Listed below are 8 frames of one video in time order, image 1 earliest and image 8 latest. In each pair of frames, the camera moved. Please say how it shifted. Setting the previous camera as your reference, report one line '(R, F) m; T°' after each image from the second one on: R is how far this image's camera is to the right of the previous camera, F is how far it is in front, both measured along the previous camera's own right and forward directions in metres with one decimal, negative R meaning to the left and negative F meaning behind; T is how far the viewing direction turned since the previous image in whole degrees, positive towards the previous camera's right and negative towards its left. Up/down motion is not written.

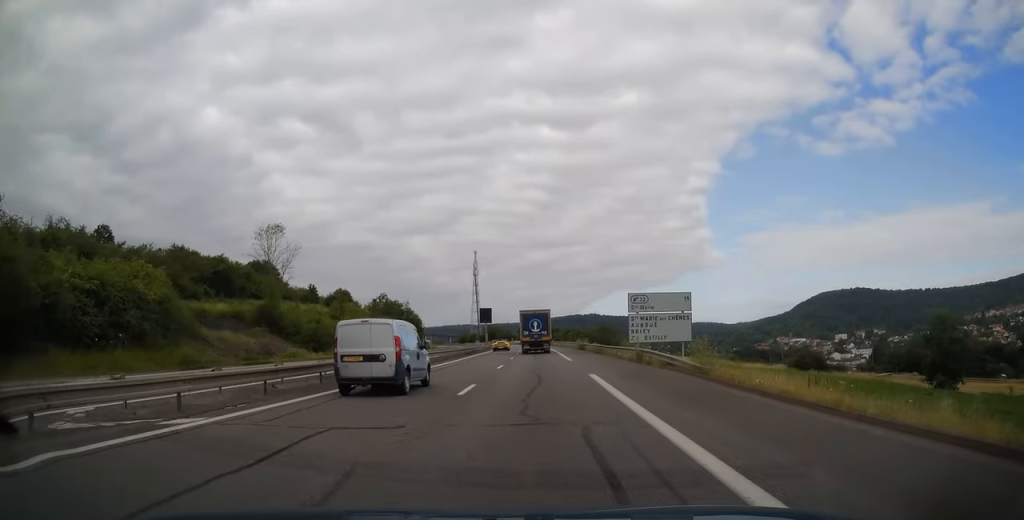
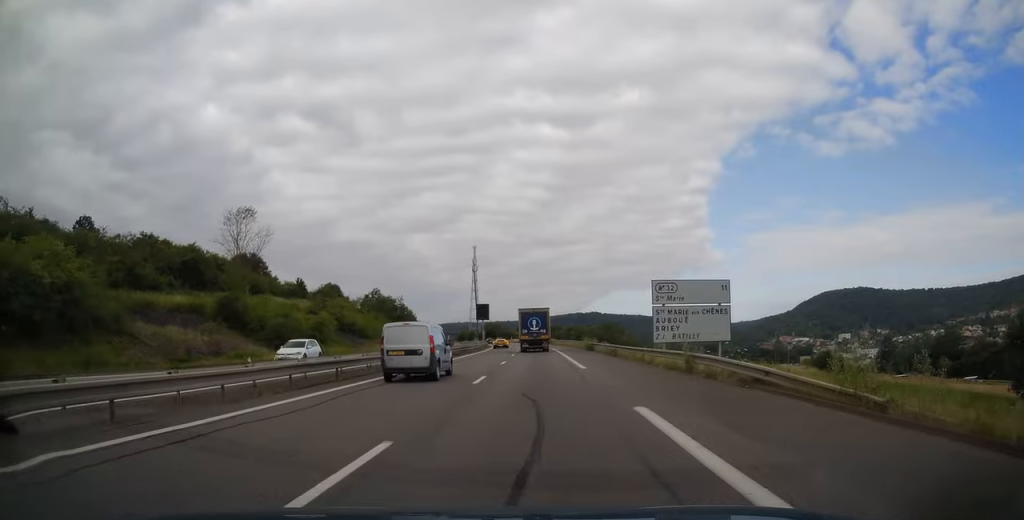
(-0.1, +10.0) m; 0°
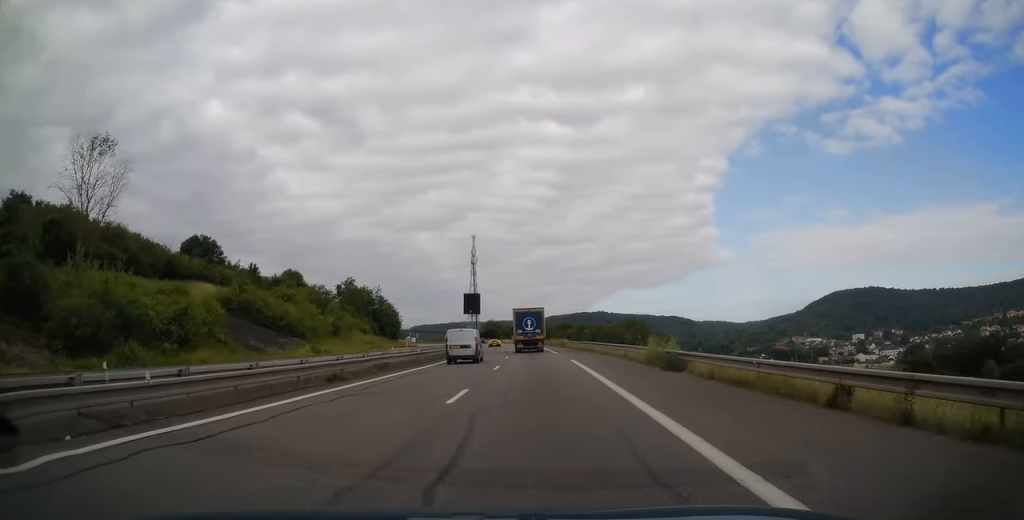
(-0.2, +31.5) m; +1°
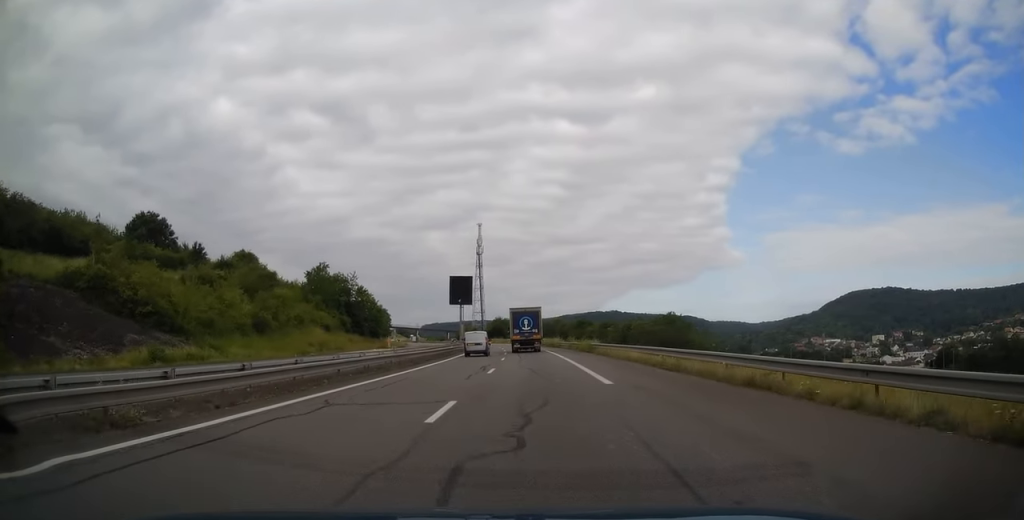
(+0.2, +28.7) m; -1°
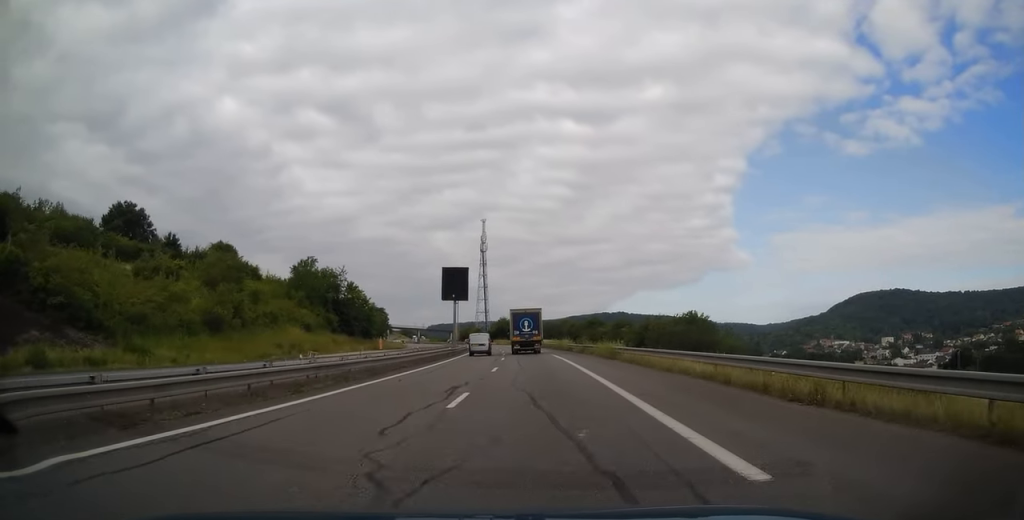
(-0.4, +10.8) m; 0°
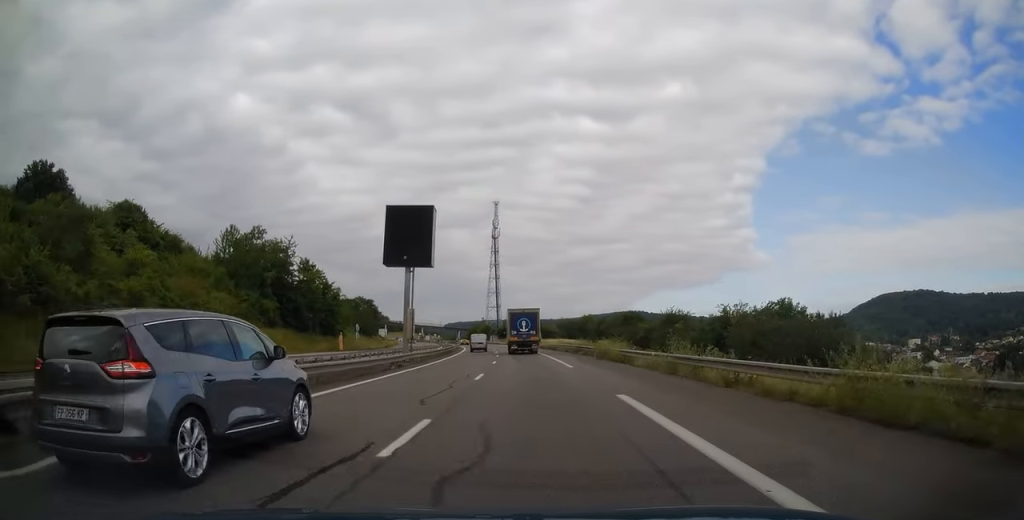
(-0.1, +31.1) m; -2°
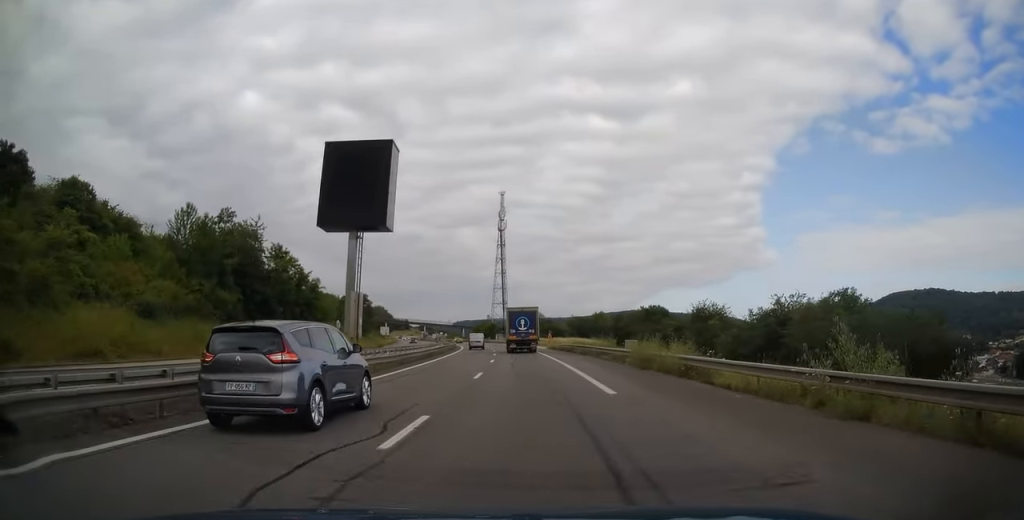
(-0.3, +12.4) m; -1°
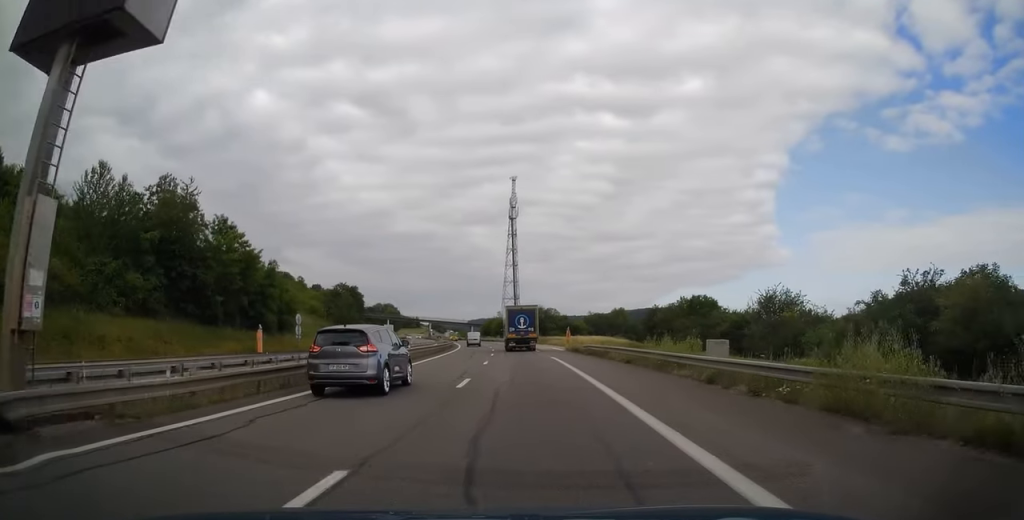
(-0.4, +17.6) m; -2°
